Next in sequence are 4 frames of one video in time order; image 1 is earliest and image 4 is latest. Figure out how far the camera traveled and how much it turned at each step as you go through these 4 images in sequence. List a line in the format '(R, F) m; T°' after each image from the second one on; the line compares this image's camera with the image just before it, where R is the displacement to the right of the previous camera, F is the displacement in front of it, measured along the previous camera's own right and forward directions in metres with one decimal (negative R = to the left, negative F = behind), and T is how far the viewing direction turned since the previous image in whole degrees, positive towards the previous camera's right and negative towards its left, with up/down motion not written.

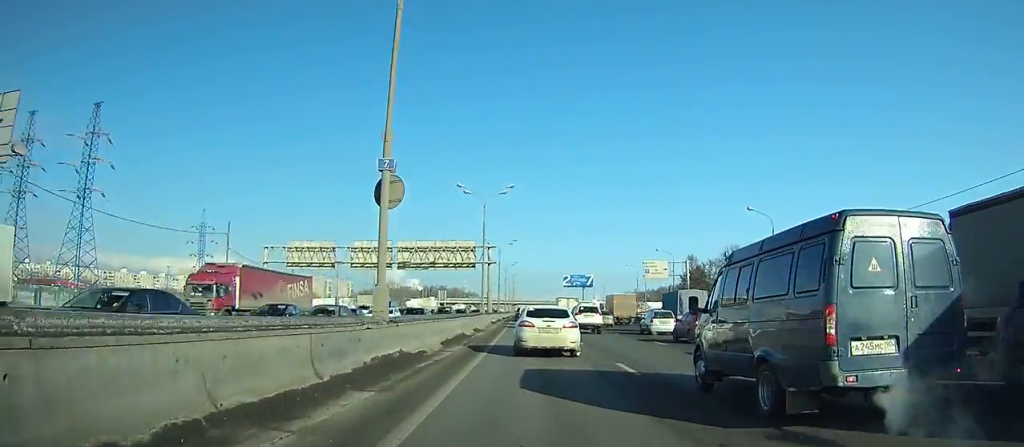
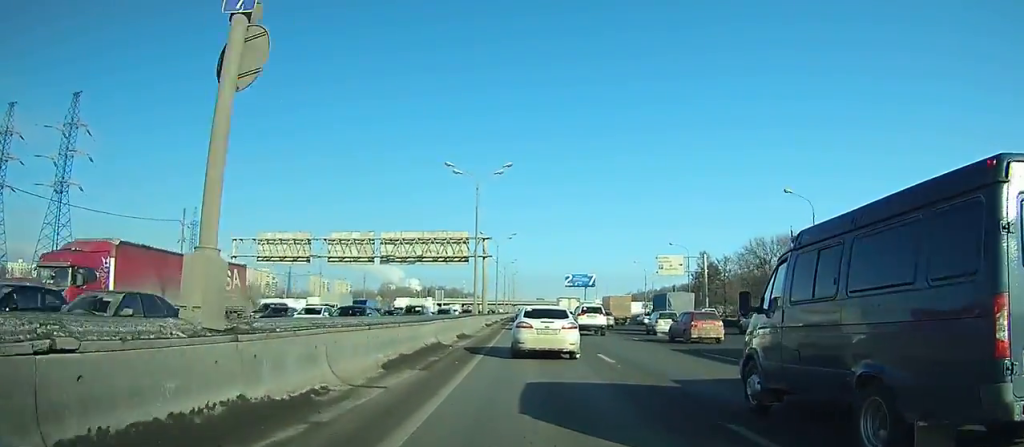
(0.0, +8.7) m; 0°
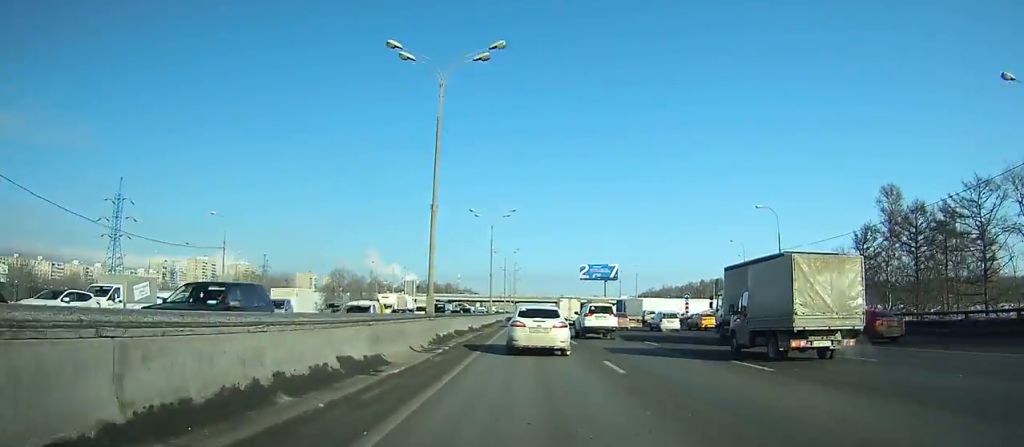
(-0.5, +64.4) m; -1°
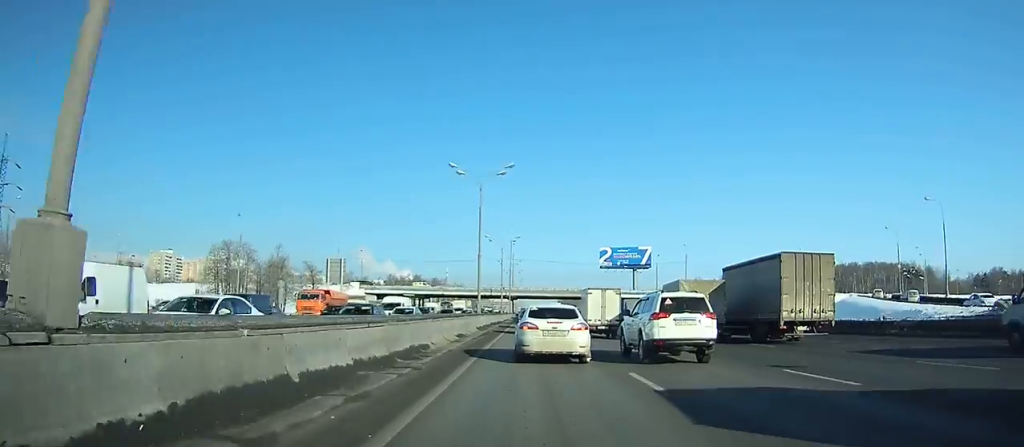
(-0.6, +58.7) m; -1°
